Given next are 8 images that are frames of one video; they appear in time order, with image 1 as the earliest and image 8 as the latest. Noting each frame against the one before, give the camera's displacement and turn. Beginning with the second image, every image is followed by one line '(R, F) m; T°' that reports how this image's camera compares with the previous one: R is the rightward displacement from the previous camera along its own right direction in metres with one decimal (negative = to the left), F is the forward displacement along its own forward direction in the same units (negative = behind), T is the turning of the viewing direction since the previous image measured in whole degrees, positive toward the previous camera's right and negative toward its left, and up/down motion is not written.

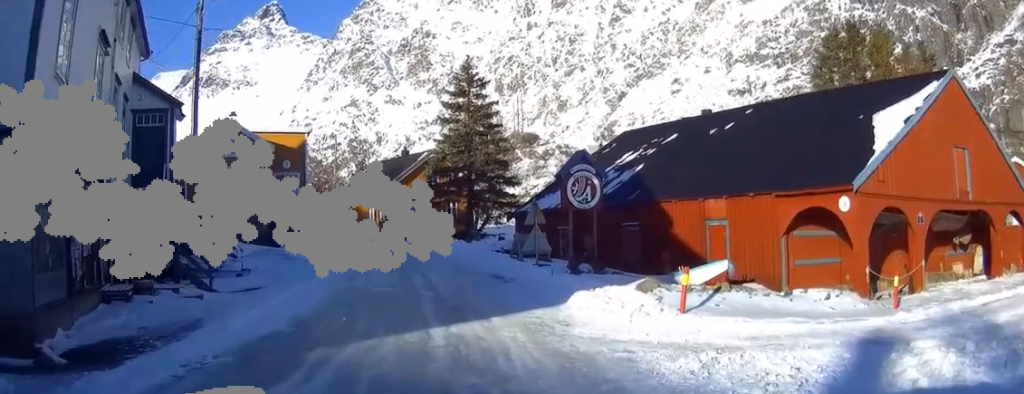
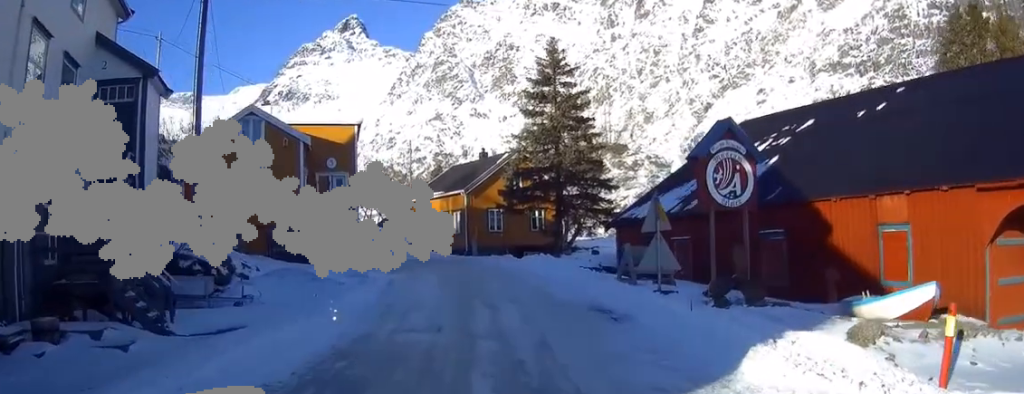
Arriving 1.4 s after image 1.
(0.0, +6.2) m; +3°
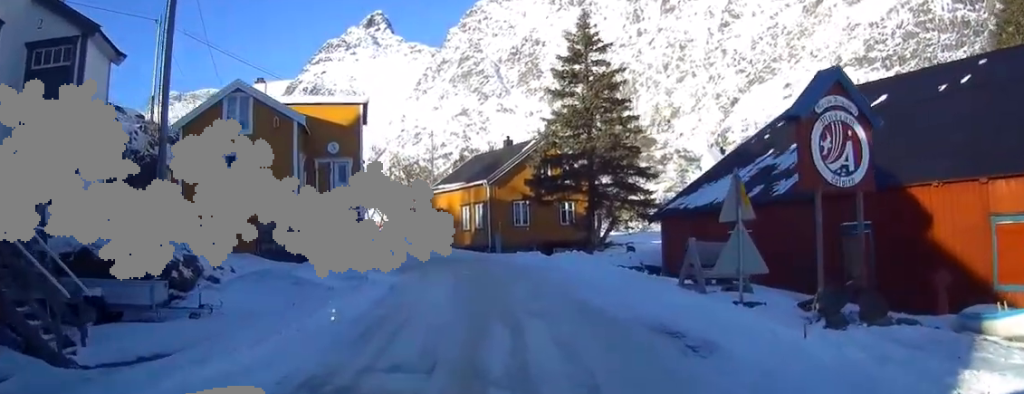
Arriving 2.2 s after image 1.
(+0.1, +3.7) m; +1°
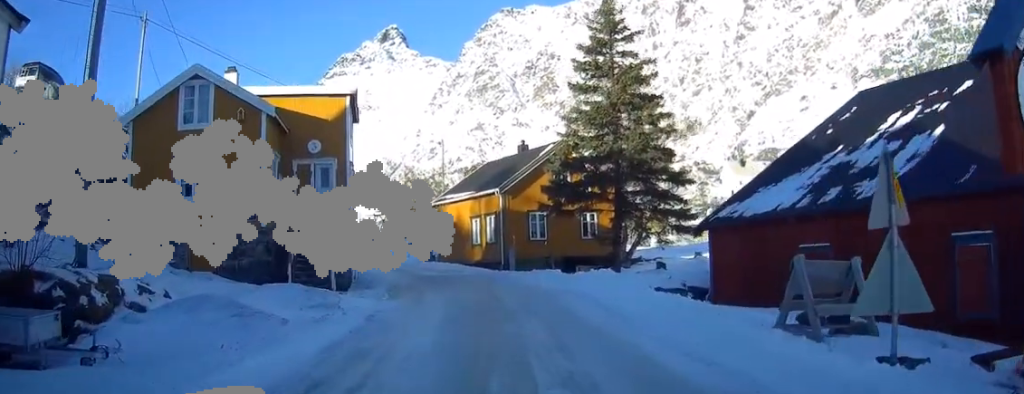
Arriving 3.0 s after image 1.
(0.0, +4.1) m; -2°
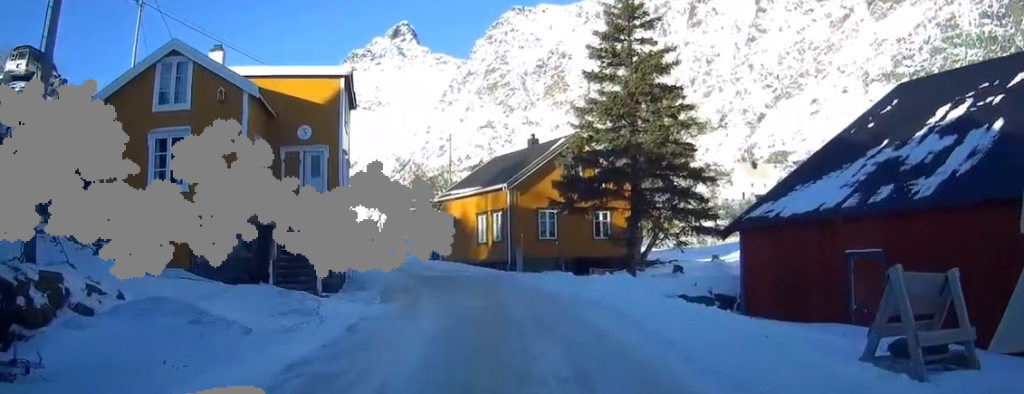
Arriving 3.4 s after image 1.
(+0.1, +2.0) m; -2°
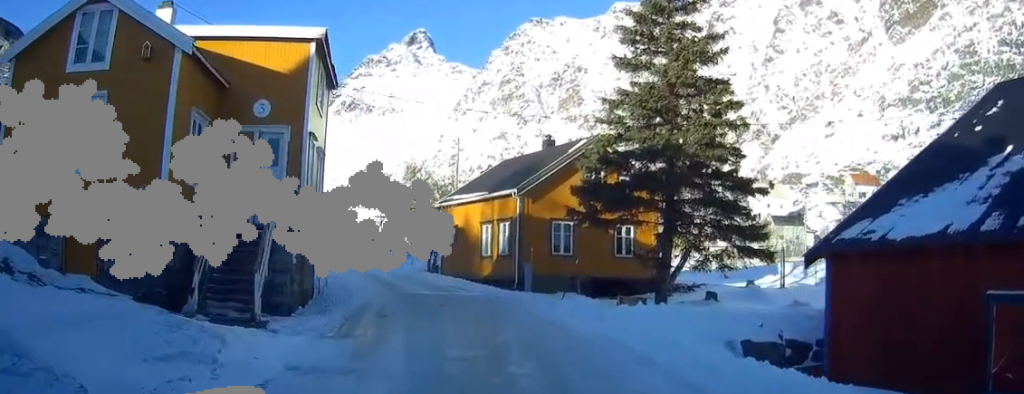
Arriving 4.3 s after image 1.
(-0.3, +4.5) m; -4°
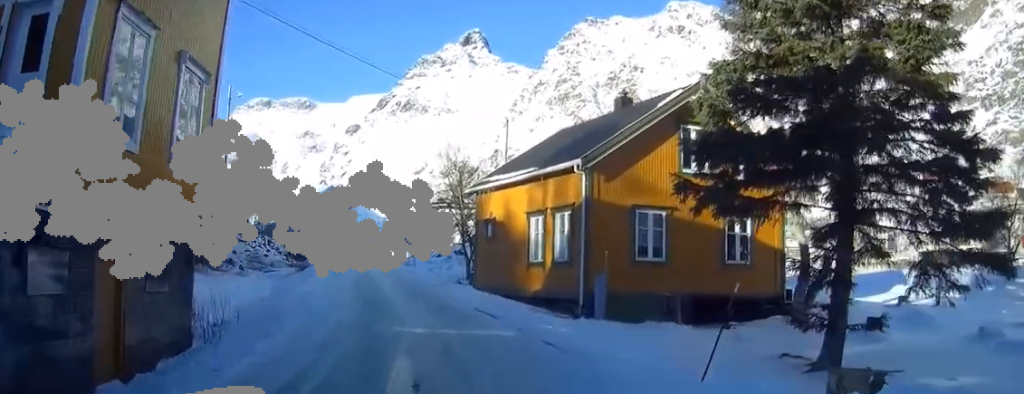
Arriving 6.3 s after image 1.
(-0.2, +10.4) m; 0°
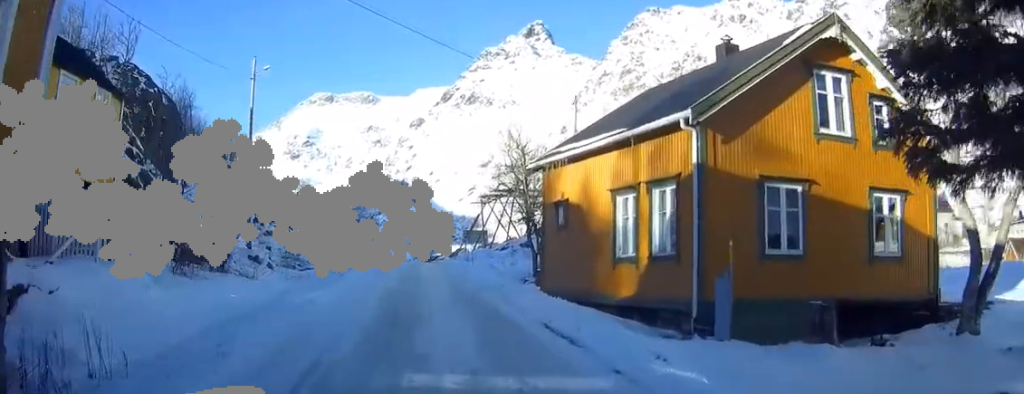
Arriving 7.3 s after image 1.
(0.0, +5.9) m; -2°
